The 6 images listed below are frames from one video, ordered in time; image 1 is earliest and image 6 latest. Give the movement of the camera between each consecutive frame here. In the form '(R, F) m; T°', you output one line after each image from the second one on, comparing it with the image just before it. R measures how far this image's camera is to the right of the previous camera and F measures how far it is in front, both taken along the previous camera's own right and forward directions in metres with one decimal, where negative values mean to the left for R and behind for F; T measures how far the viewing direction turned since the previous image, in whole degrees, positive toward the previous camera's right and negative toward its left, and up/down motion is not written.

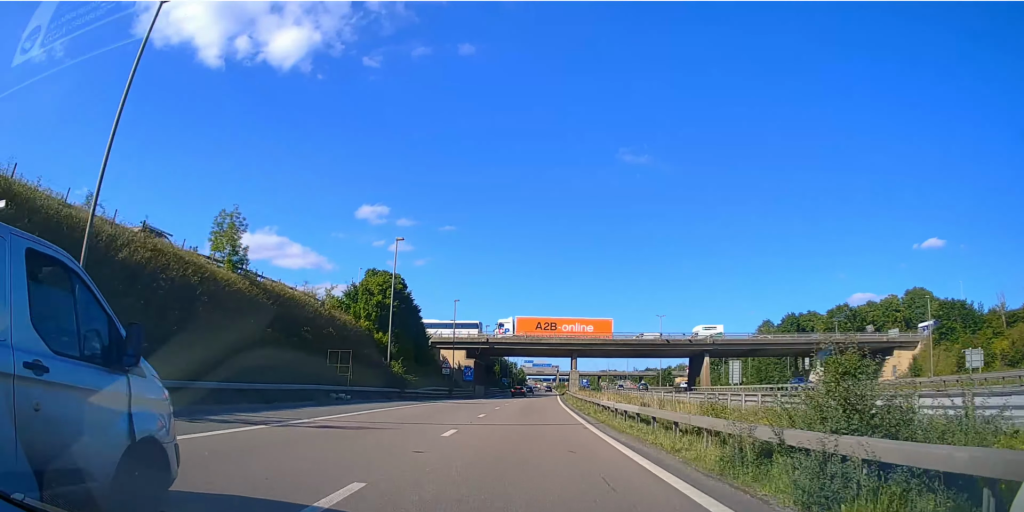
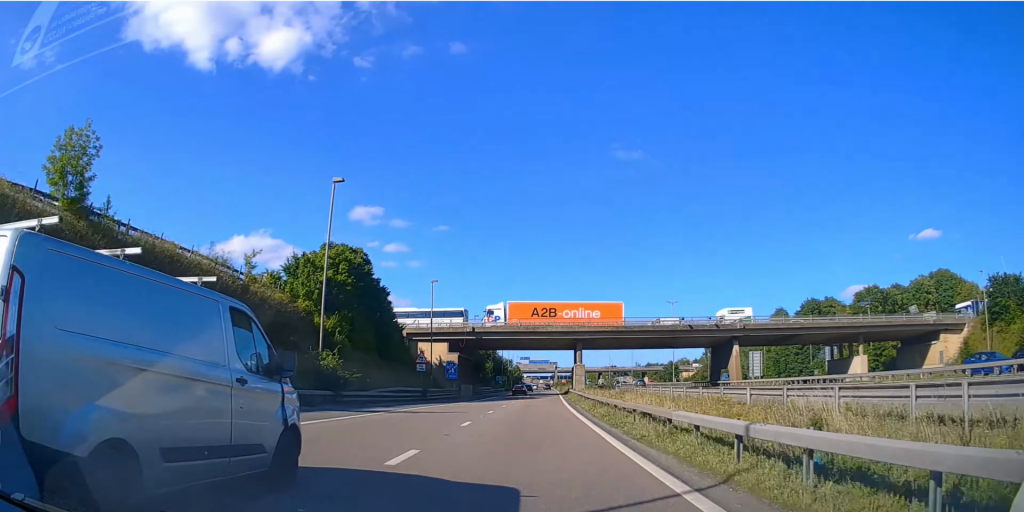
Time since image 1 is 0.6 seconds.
(0.0, +14.1) m; 0°
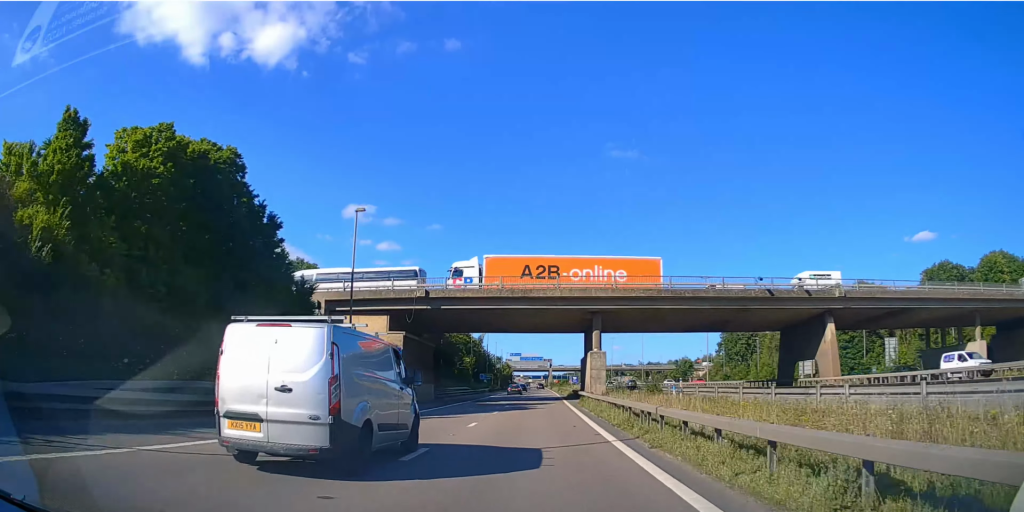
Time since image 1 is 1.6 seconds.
(+0.1, +25.6) m; +1°
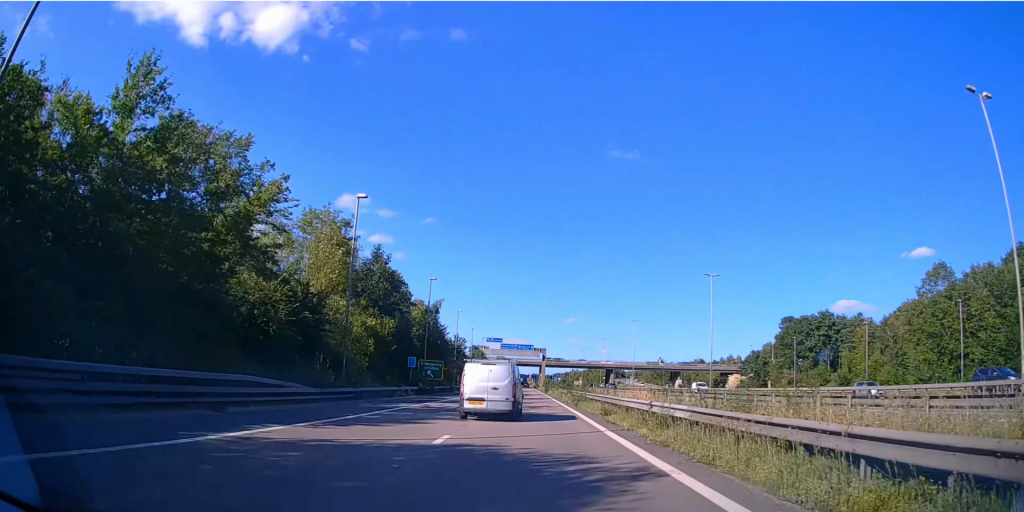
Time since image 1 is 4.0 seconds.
(+0.8, +58.5) m; +1°
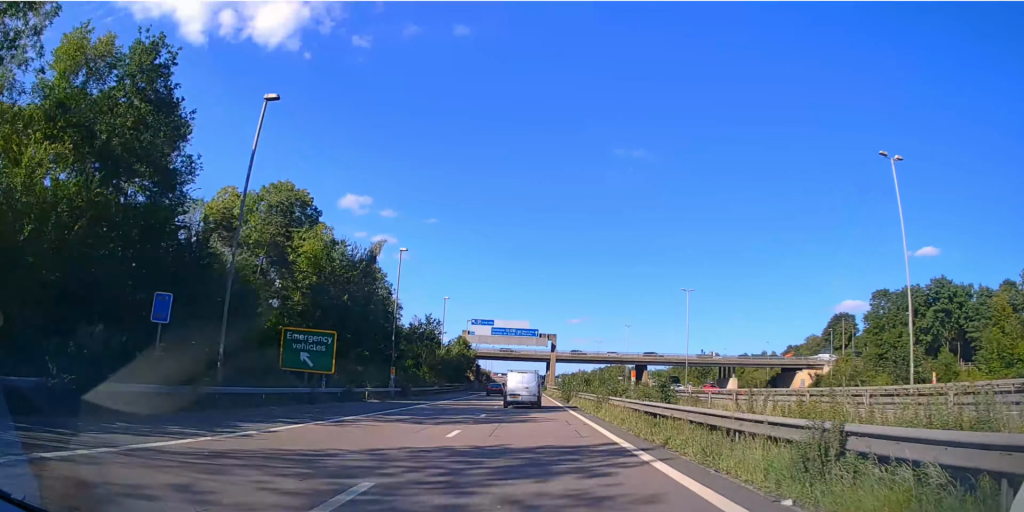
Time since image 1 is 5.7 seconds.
(-0.1, +43.4) m; 0°
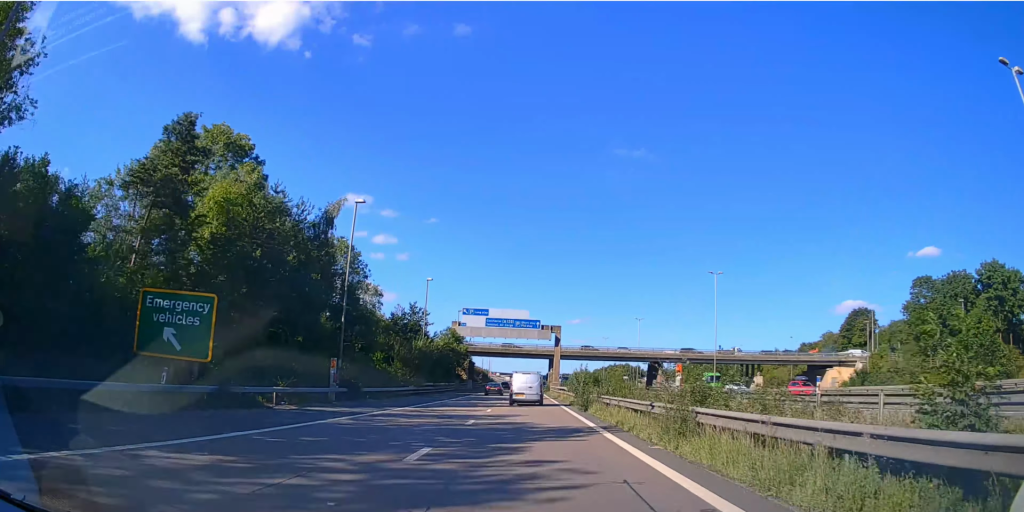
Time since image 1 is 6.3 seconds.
(0.0, +12.7) m; 0°
